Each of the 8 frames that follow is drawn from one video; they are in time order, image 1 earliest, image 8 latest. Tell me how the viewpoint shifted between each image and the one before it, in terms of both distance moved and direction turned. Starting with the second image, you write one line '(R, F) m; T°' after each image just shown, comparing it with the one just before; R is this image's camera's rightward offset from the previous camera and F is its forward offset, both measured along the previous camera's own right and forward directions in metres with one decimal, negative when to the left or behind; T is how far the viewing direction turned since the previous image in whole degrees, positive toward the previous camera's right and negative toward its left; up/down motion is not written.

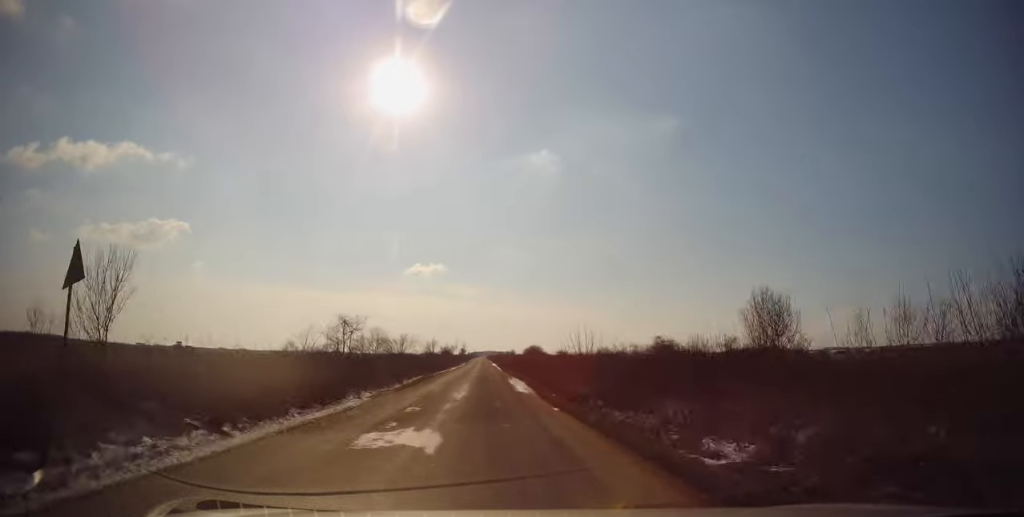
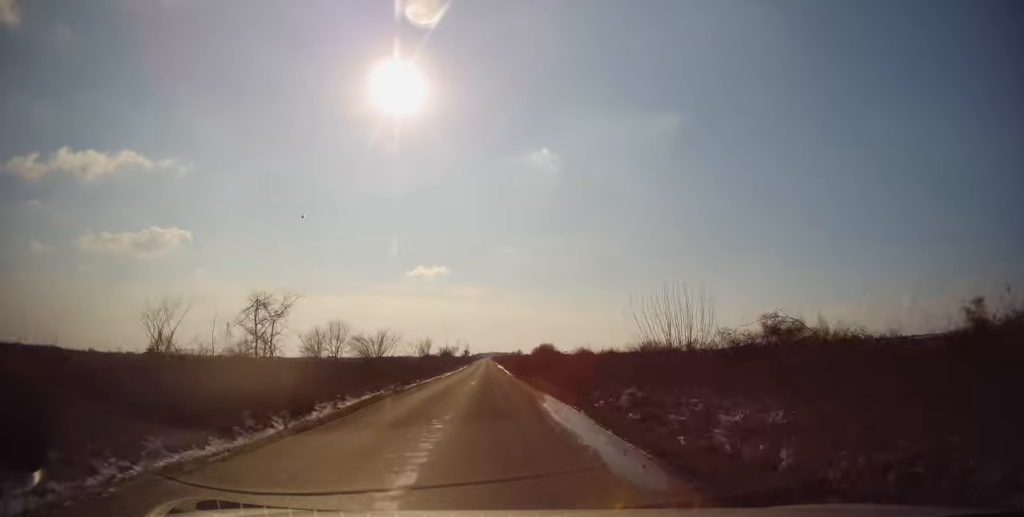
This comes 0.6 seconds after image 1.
(-0.6, +16.0) m; 0°
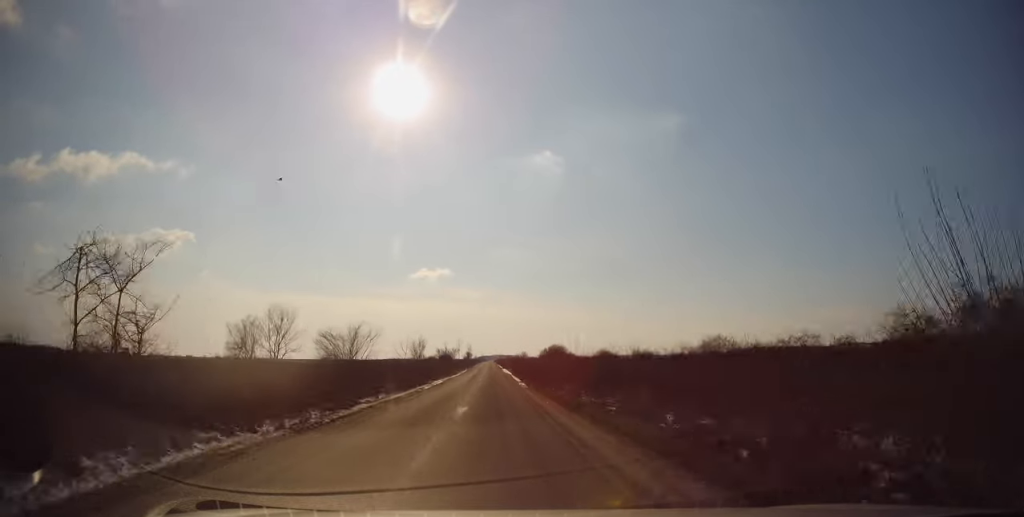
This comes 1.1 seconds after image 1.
(-0.1, +11.9) m; 0°
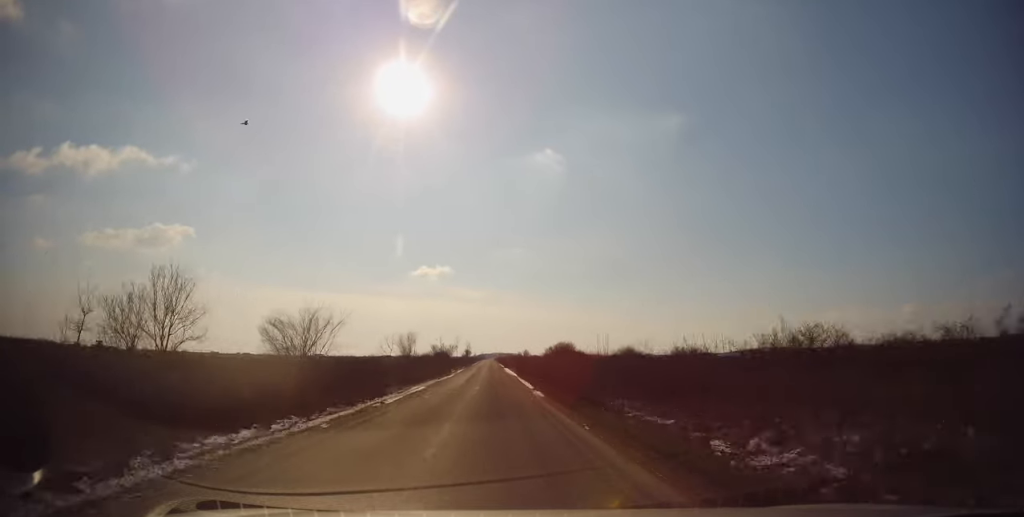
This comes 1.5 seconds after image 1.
(+0.2, +10.4) m; 0°
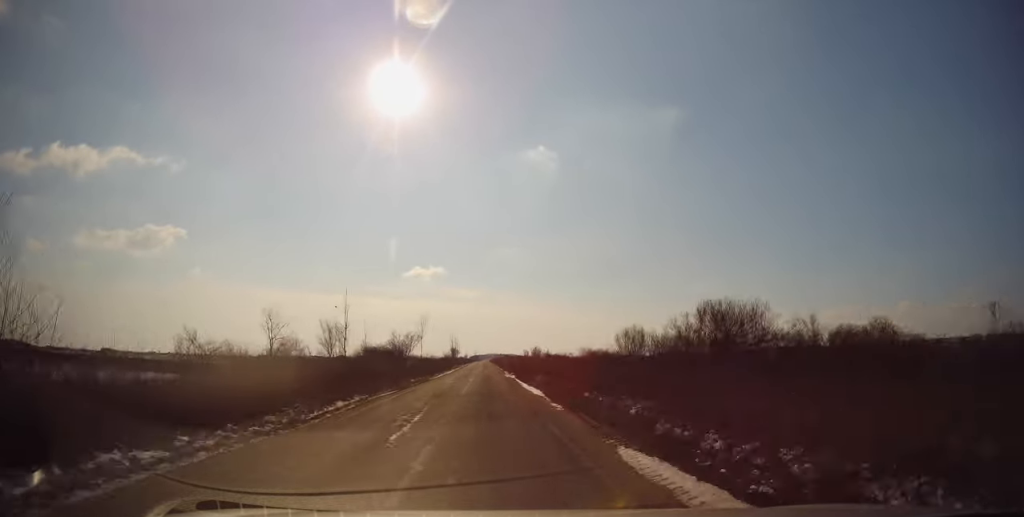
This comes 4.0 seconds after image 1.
(+0.3, +64.3) m; +1°
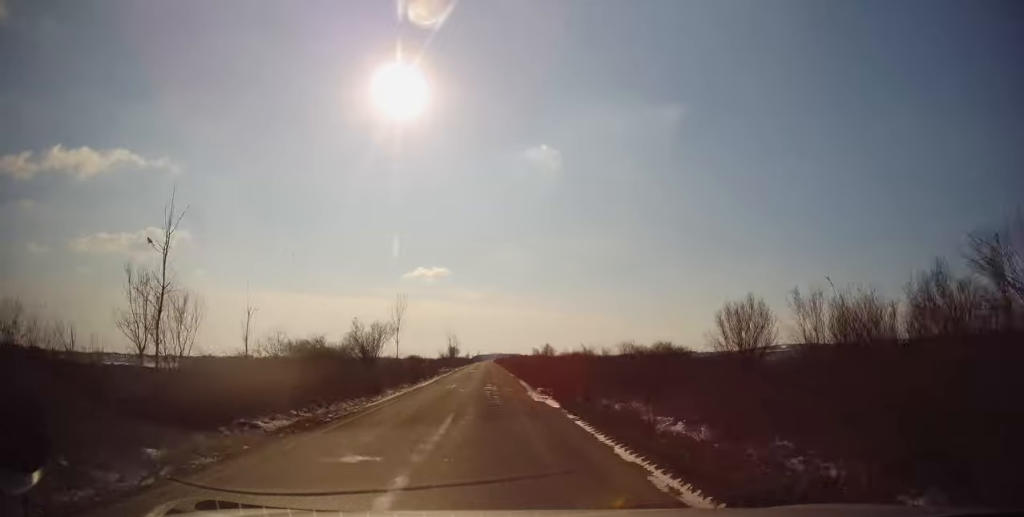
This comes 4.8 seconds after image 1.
(-0.3, +21.6) m; 0°
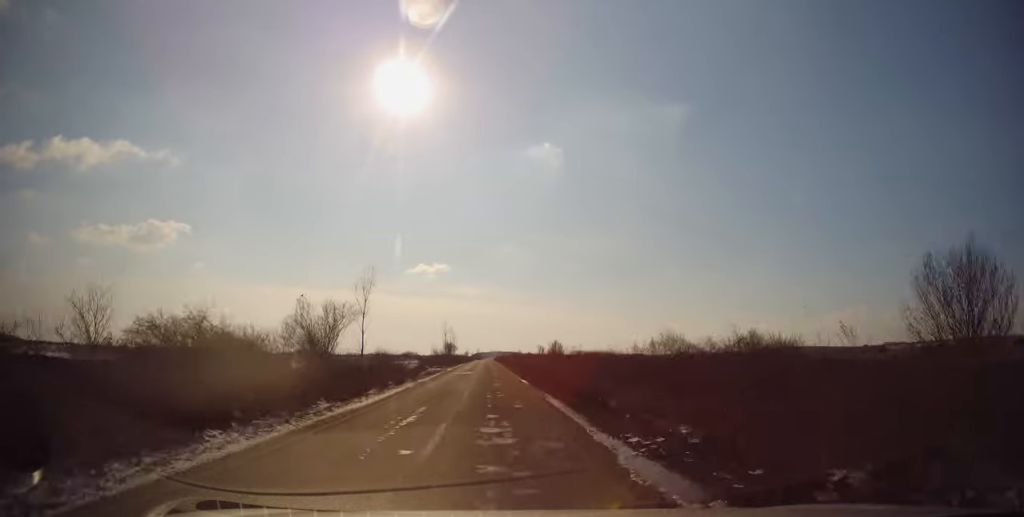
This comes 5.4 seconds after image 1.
(+0.1, +14.5) m; 0°
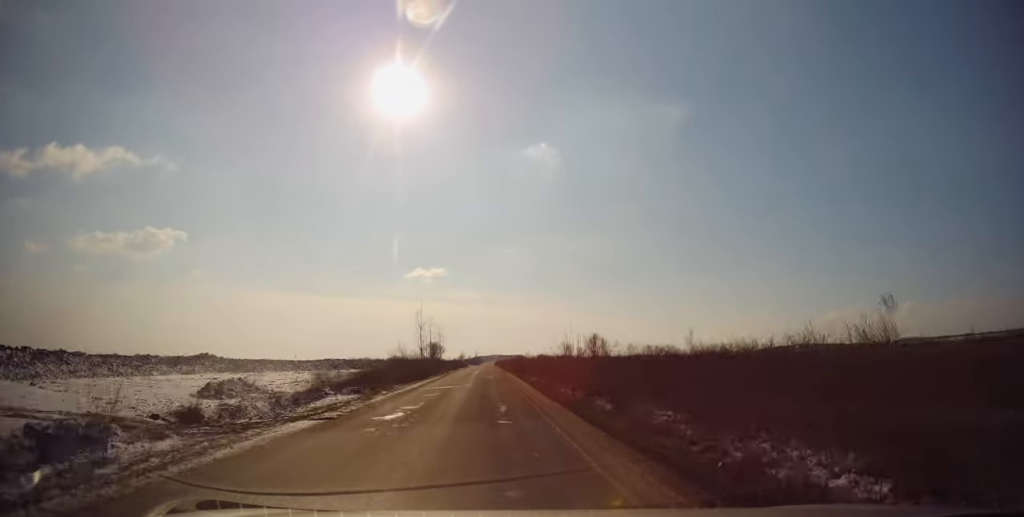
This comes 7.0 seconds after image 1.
(-0.1, +41.9) m; 0°
